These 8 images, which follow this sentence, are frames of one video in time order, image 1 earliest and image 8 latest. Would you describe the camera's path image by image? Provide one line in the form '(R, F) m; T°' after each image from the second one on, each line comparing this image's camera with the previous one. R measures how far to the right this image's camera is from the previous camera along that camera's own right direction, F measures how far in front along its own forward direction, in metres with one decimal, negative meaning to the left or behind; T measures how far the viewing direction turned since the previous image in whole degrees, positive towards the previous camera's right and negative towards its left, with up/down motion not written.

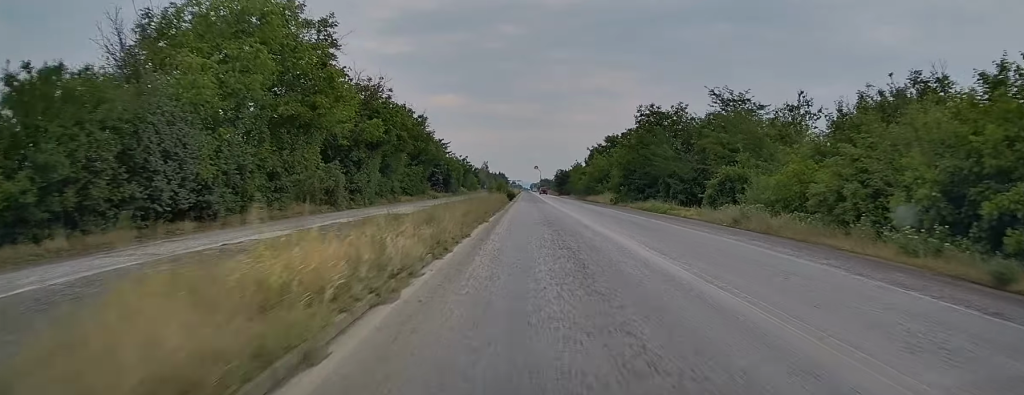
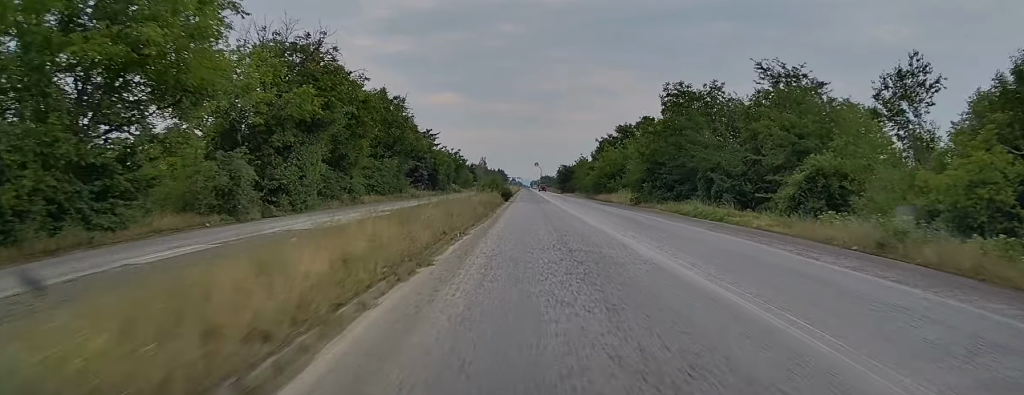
(-0.3, +13.7) m; -1°
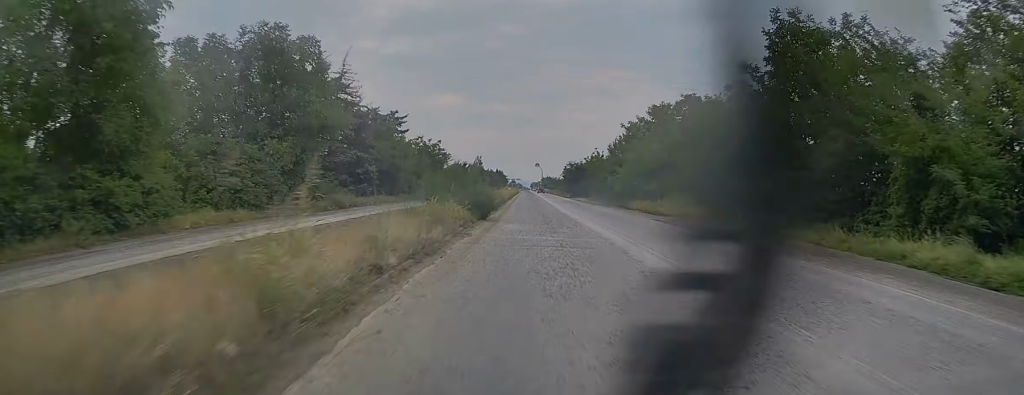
(+0.7, +26.2) m; +2°
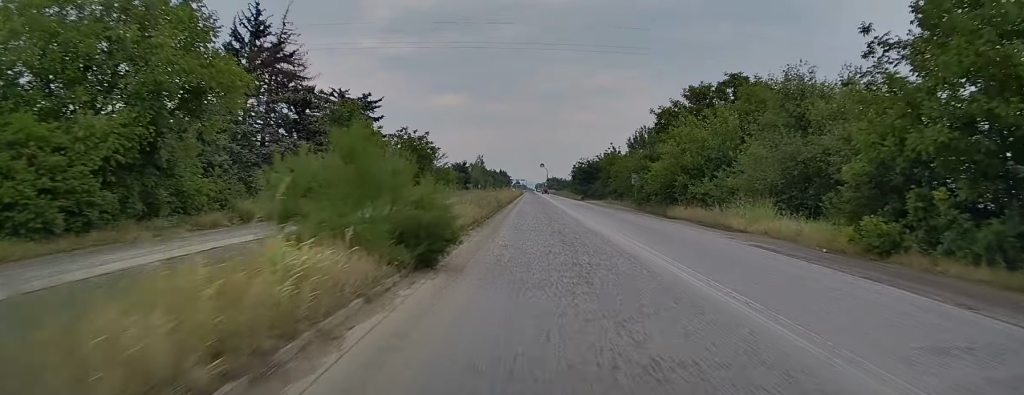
(-0.3, +14.6) m; -1°
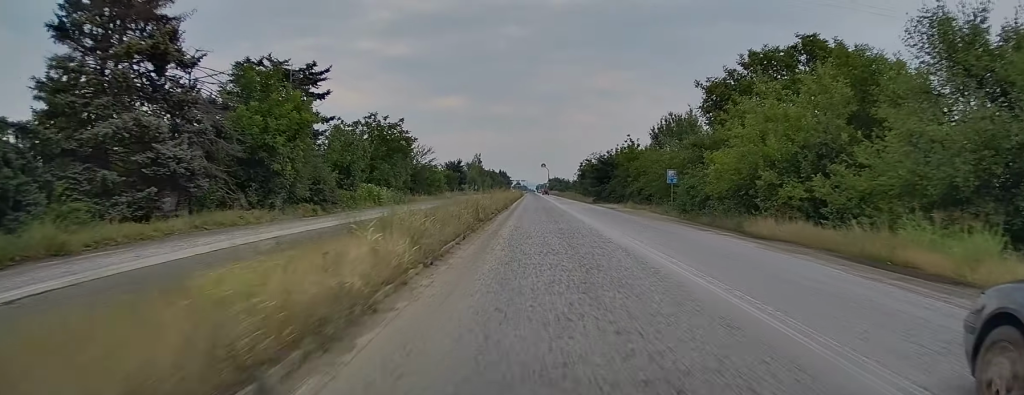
(-0.1, +15.7) m; 0°
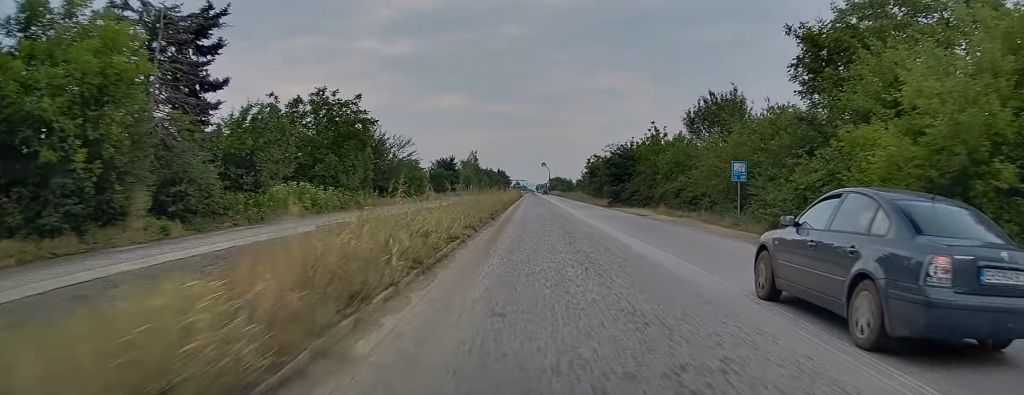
(0.0, +15.2) m; 0°
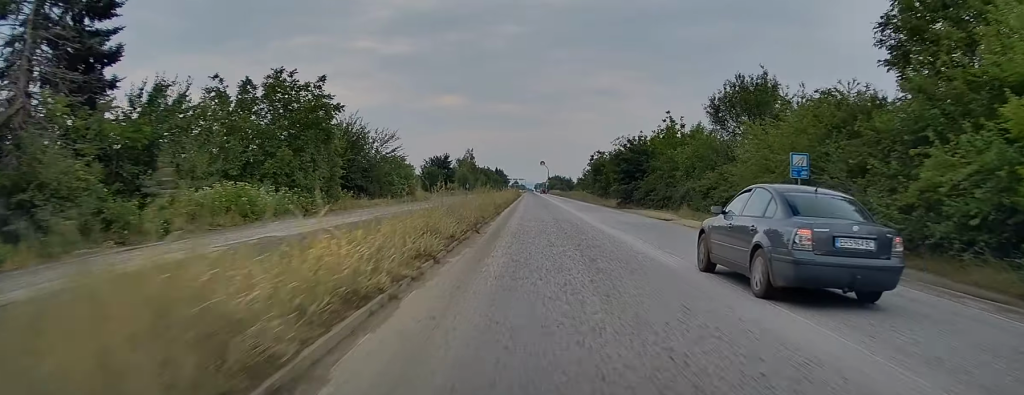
(0.0, +7.6) m; 0°
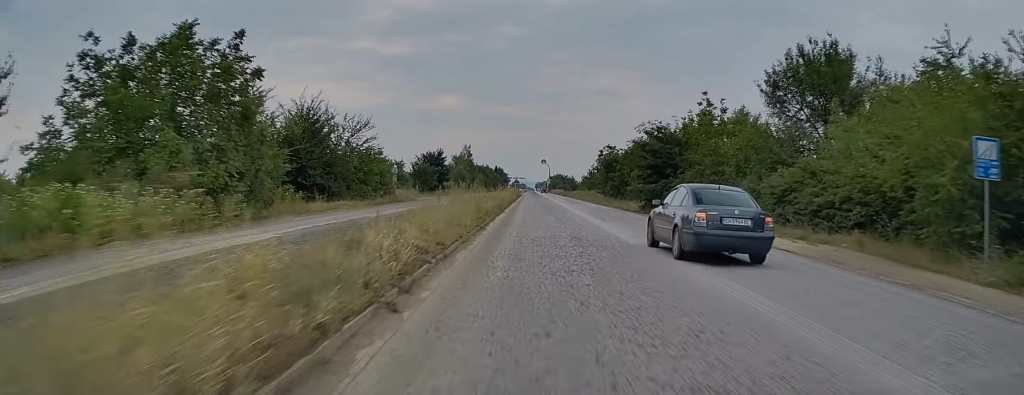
(0.0, +11.2) m; 0°
